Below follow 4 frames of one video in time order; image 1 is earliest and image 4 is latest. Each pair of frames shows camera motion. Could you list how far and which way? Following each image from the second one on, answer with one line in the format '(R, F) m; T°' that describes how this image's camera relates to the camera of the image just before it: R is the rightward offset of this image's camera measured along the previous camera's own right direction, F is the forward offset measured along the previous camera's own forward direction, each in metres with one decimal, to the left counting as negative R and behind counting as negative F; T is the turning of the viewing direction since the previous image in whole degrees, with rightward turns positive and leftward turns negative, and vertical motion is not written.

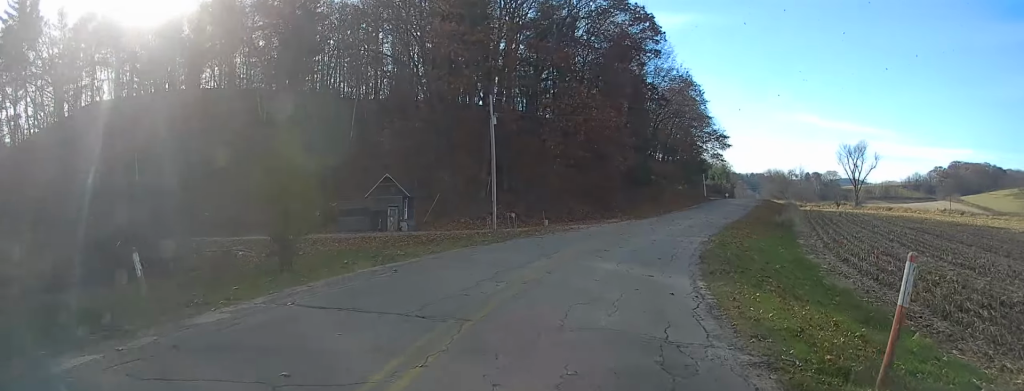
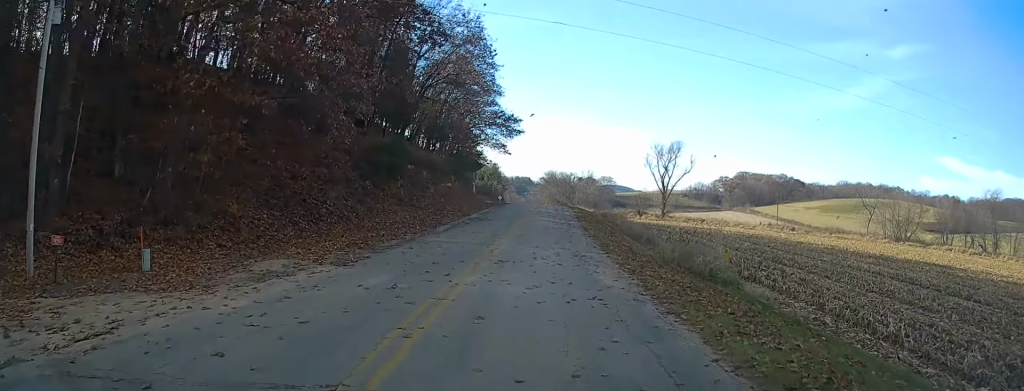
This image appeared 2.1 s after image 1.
(+5.5, +29.0) m; +17°
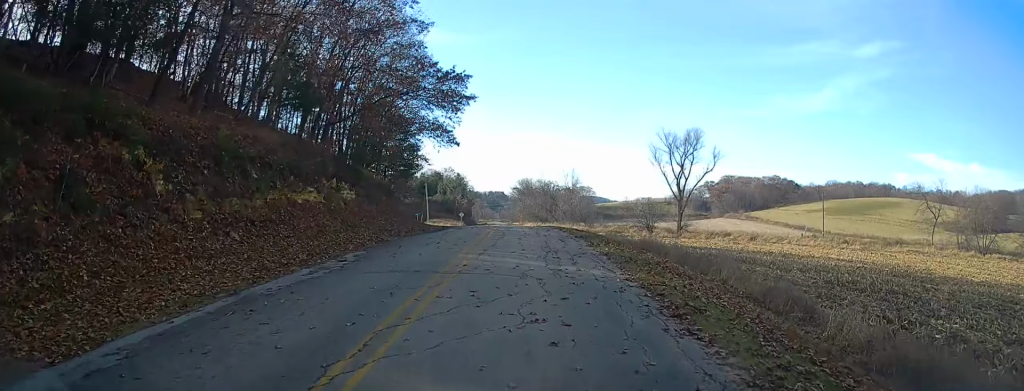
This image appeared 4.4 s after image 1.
(+1.3, +35.5) m; +2°
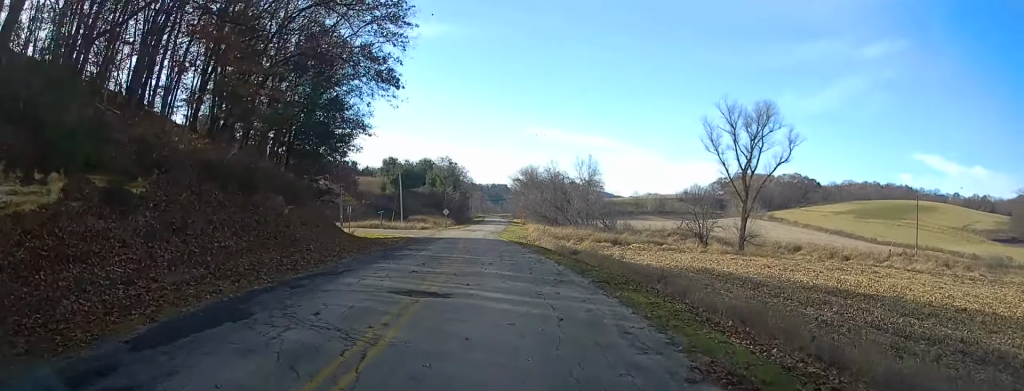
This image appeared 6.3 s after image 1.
(-0.2, +29.6) m; -1°
